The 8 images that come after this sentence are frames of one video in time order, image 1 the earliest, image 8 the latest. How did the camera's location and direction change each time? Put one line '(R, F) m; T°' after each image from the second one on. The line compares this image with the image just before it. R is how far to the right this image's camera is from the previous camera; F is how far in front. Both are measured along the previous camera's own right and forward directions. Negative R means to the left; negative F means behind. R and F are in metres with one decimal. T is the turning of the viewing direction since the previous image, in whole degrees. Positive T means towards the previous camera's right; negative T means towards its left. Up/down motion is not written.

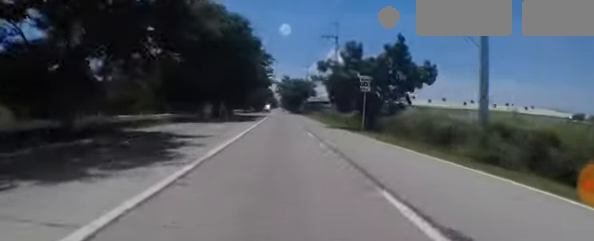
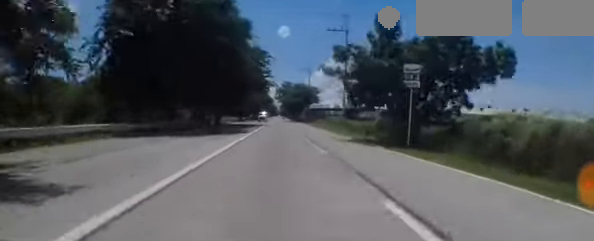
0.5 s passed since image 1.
(+0.2, +8.9) m; -1°
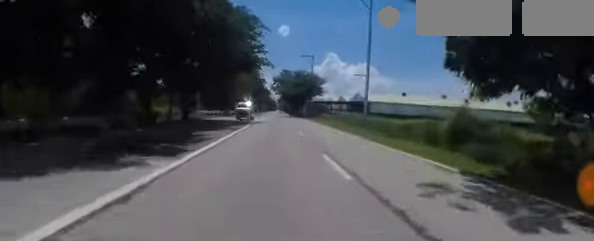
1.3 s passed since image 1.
(-0.6, +13.5) m; -2°
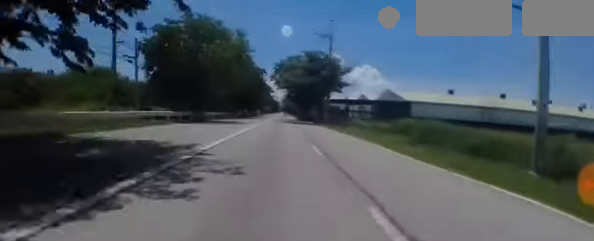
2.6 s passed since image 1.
(+0.1, +22.9) m; +1°
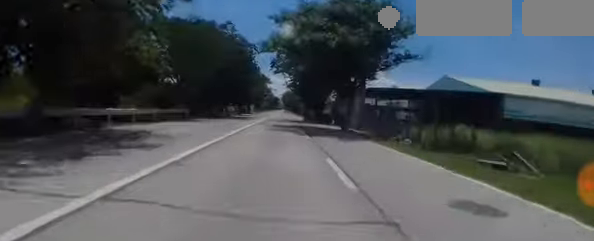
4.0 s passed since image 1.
(+0.2, +24.0) m; +1°
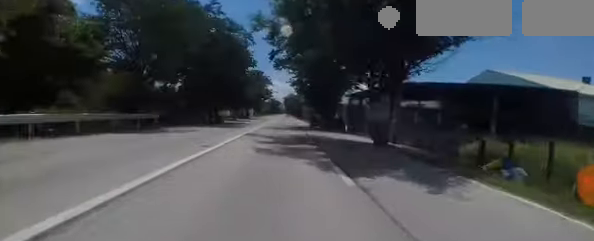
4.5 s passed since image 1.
(0.0, +8.5) m; 0°
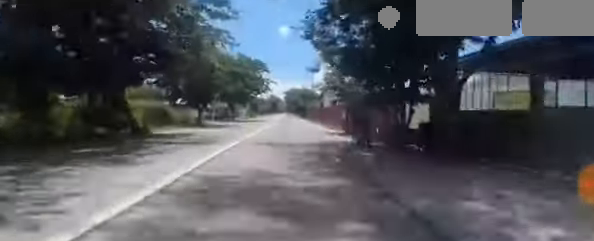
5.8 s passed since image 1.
(-0.1, +23.9) m; -1°
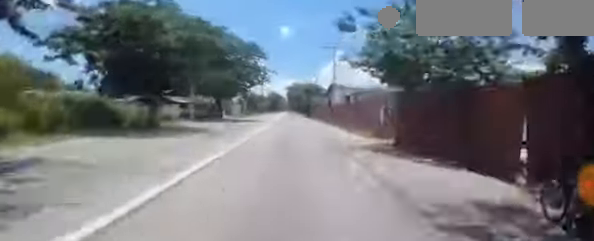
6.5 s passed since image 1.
(-0.1, +12.4) m; 0°
